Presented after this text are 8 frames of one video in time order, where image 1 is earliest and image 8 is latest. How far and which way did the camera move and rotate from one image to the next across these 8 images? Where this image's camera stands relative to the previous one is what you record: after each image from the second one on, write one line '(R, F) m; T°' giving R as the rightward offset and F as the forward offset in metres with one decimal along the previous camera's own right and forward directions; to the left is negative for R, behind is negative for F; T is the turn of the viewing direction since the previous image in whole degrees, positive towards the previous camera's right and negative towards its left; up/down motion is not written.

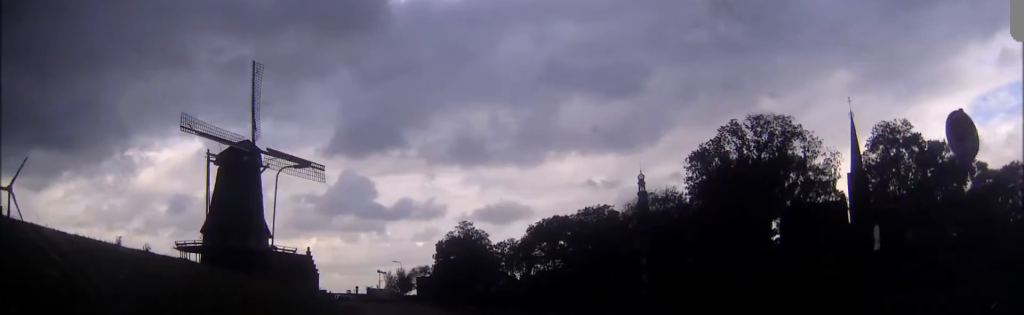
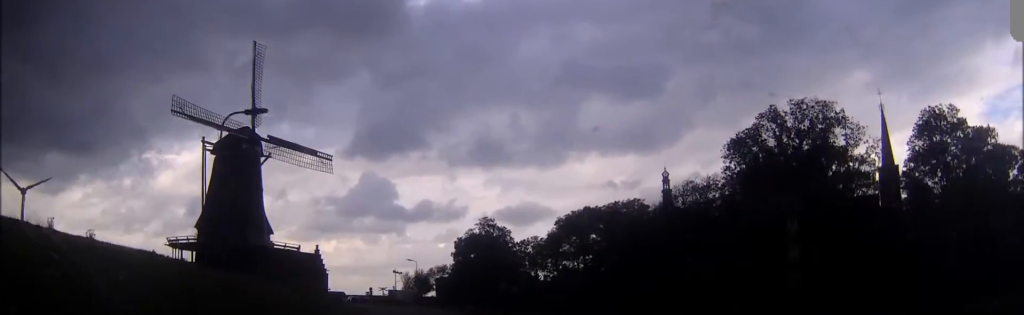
(-0.2, +8.5) m; -1°
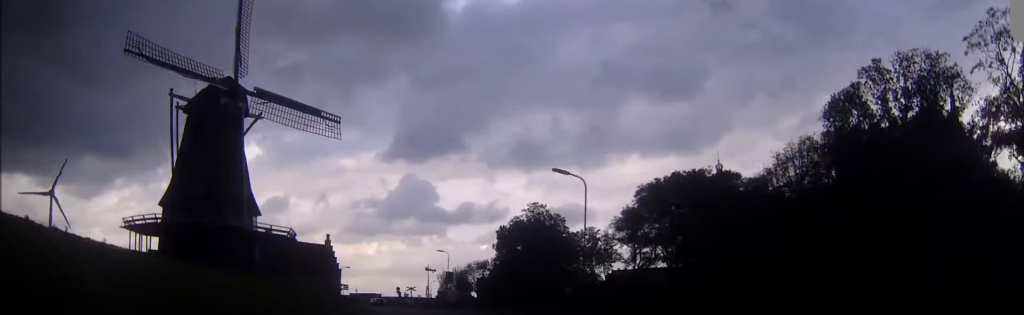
(-0.6, +20.6) m; -3°
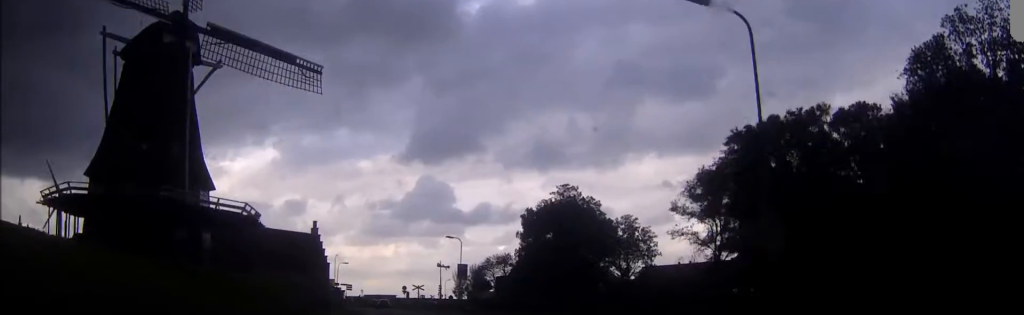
(-0.4, +16.7) m; -2°
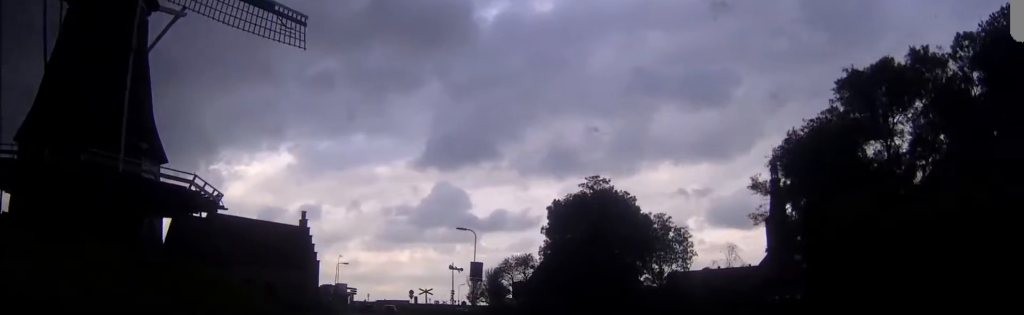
(-0.1, +11.2) m; -1°
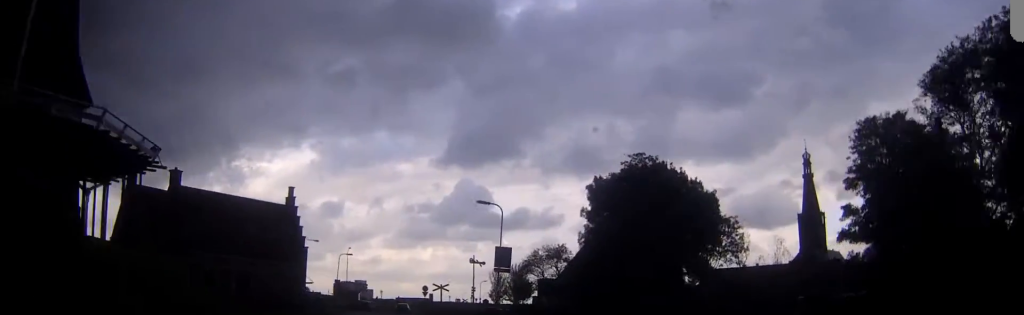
(-0.1, +11.7) m; -1°
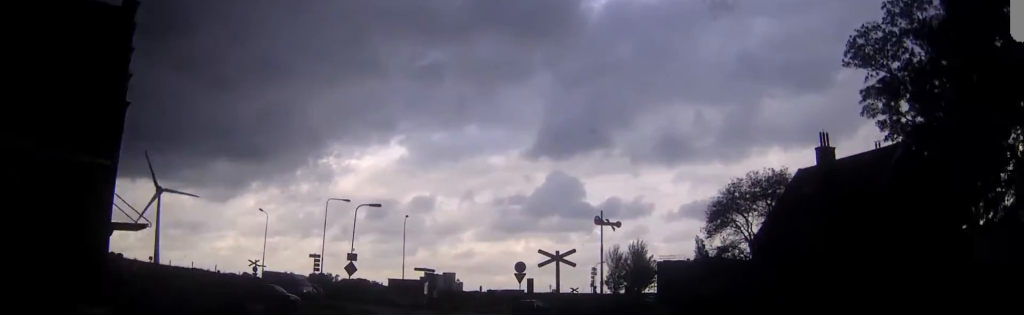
(-1.9, +36.0) m; -6°
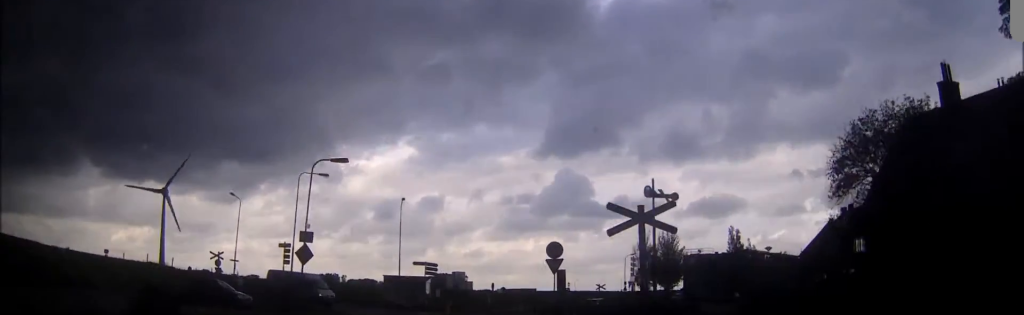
(-0.3, +13.2) m; -1°
